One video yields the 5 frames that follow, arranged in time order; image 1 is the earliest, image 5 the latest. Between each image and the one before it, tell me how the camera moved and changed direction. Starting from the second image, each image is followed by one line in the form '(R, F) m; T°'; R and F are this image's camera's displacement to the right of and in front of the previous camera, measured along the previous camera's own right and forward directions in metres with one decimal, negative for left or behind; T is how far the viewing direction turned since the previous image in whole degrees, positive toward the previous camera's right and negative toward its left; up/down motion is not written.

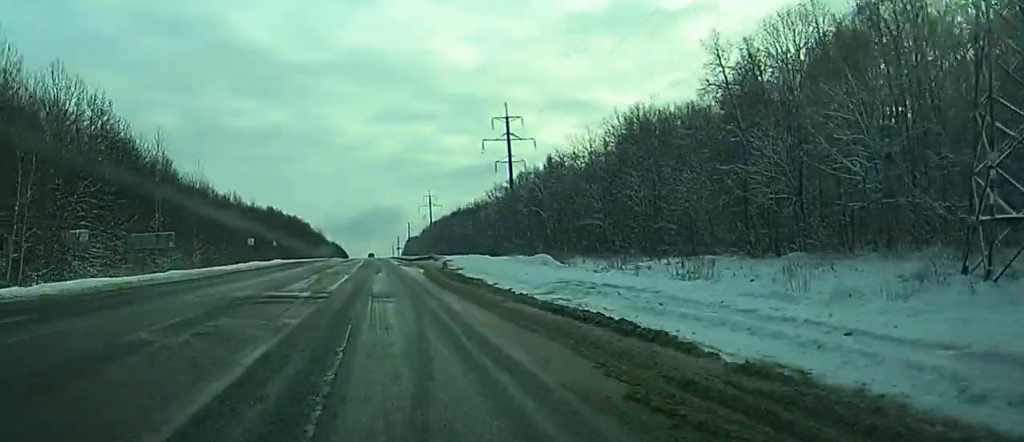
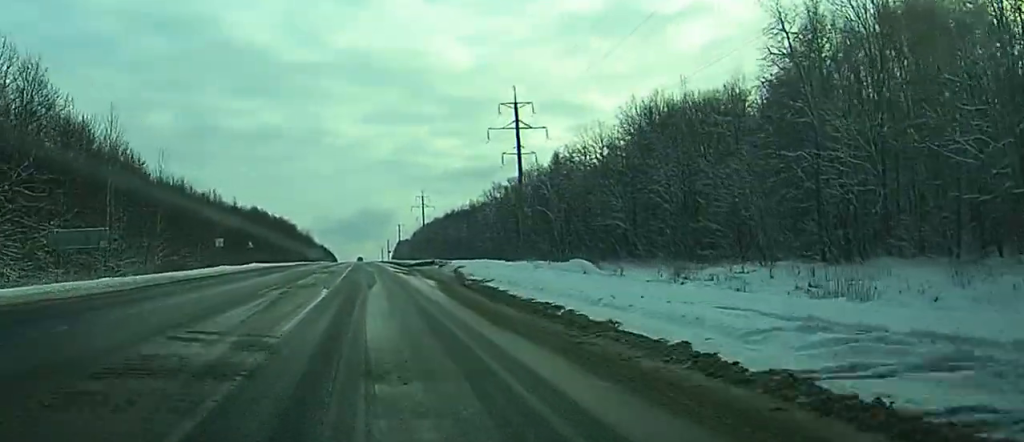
(-0.1, +13.8) m; -1°
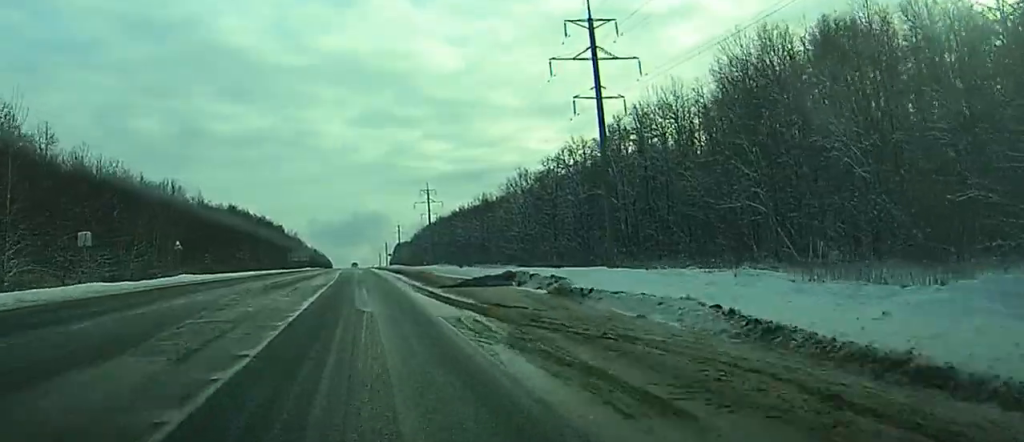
(+1.0, +38.0) m; +5°
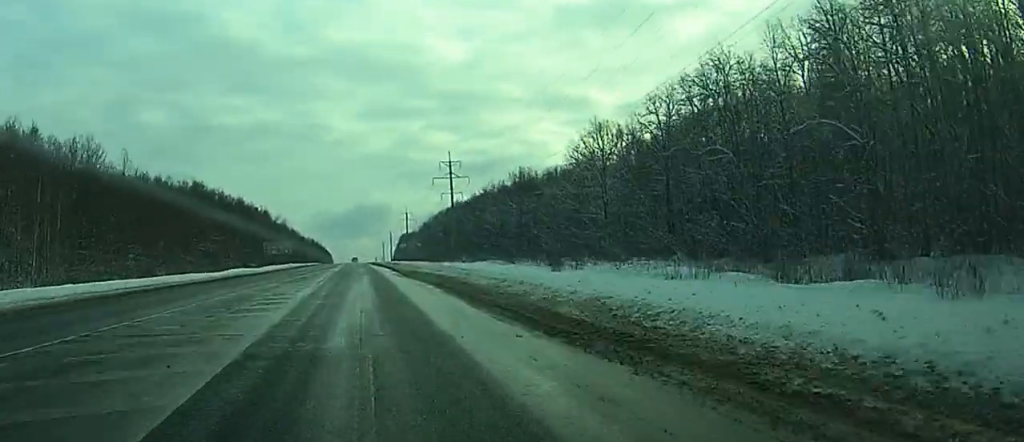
(-1.1, +51.4) m; -3°
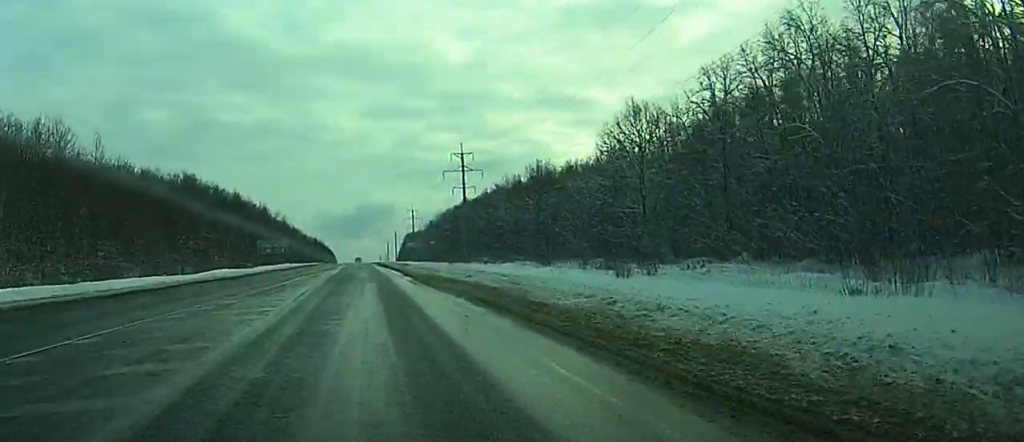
(-0.1, +13.4) m; 0°
